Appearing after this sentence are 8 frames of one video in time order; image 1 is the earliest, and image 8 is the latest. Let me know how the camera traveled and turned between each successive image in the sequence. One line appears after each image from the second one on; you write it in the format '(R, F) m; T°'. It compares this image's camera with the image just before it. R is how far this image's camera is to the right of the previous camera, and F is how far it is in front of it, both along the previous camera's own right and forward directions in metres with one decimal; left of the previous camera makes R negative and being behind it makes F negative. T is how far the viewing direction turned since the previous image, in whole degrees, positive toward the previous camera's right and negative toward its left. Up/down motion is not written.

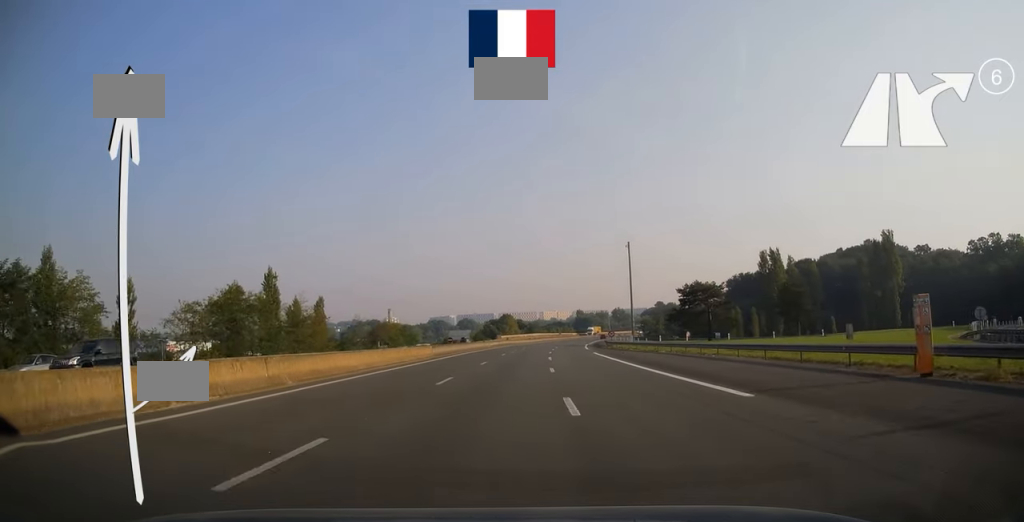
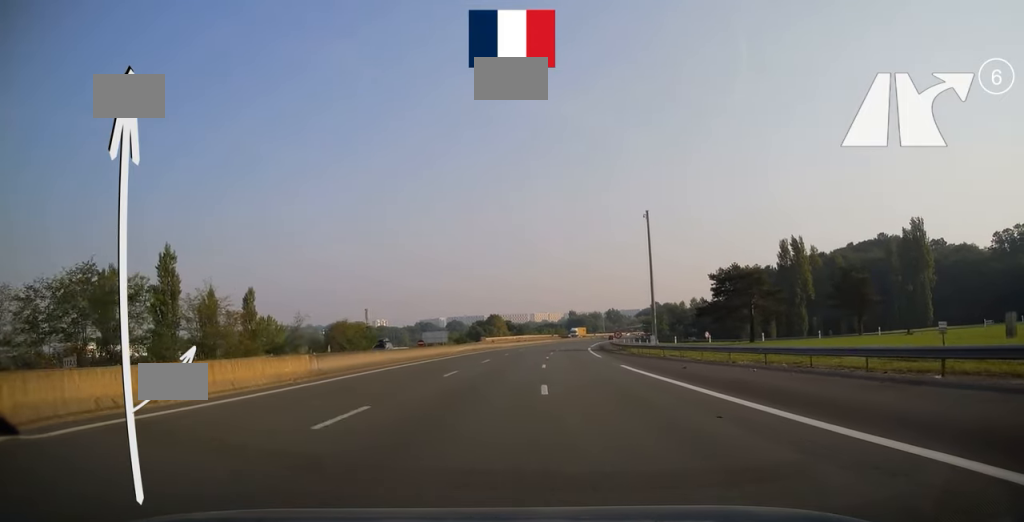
(+0.2, +22.2) m; +1°
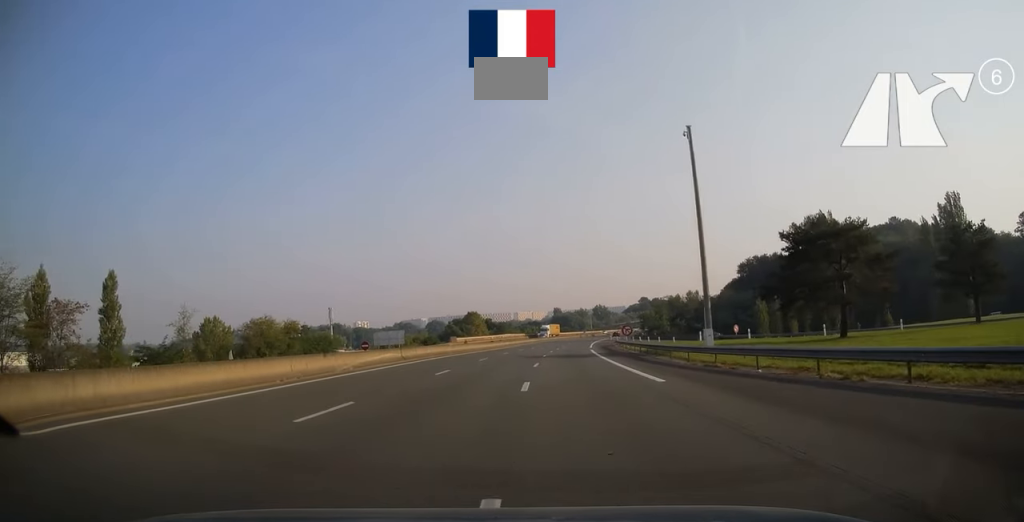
(+0.3, +25.6) m; +2°
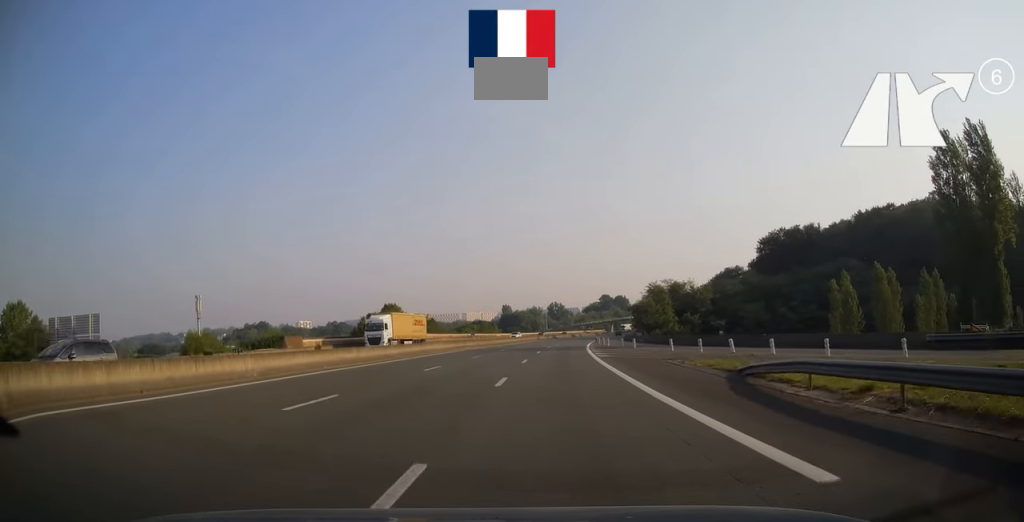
(+2.4, +63.4) m; +4°
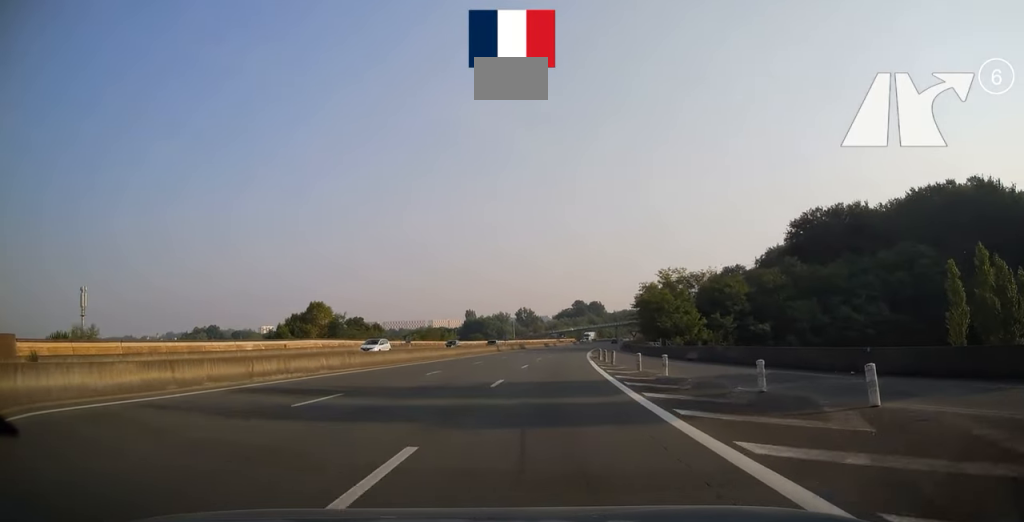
(+1.0, +37.8) m; +3°
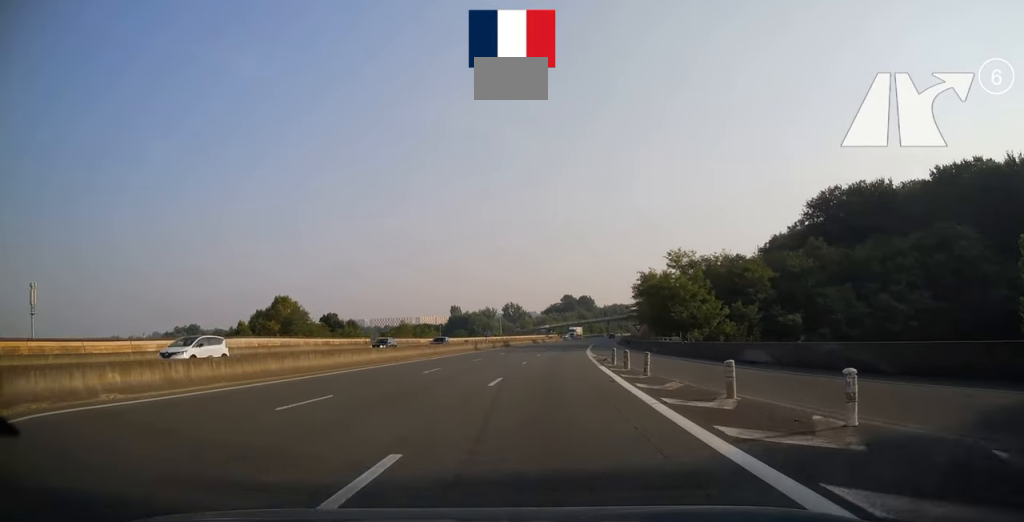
(+0.2, +13.7) m; +1°
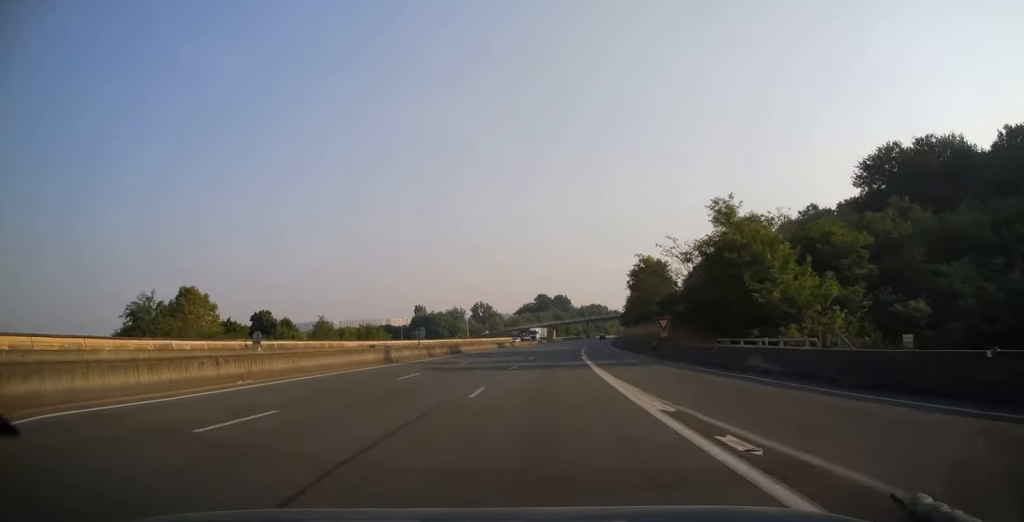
(+0.6, +28.5) m; +2°
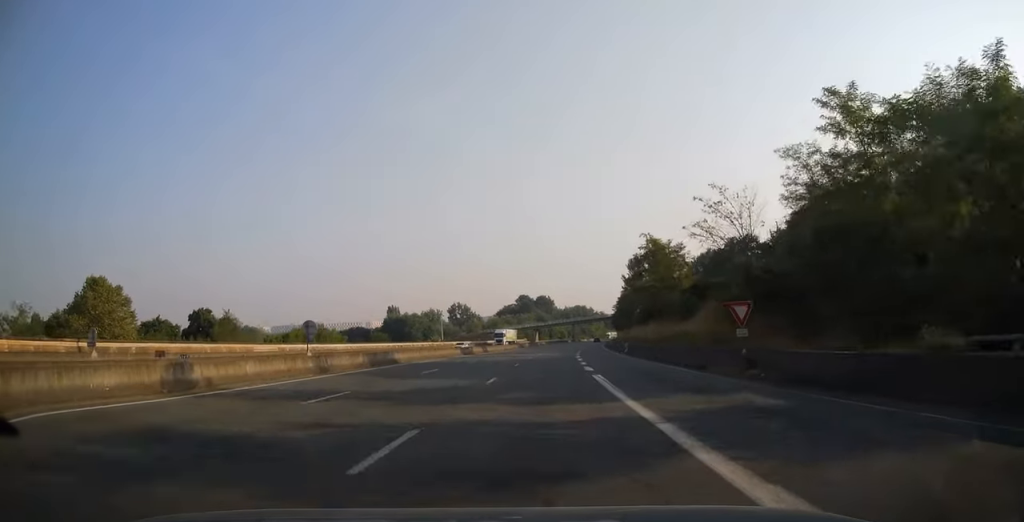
(+0.2, +21.1) m; +2°
